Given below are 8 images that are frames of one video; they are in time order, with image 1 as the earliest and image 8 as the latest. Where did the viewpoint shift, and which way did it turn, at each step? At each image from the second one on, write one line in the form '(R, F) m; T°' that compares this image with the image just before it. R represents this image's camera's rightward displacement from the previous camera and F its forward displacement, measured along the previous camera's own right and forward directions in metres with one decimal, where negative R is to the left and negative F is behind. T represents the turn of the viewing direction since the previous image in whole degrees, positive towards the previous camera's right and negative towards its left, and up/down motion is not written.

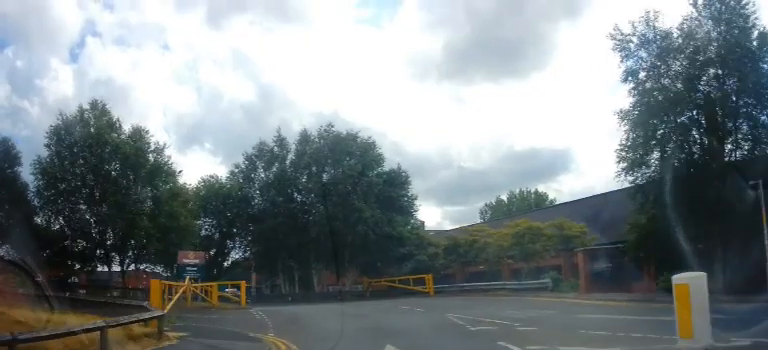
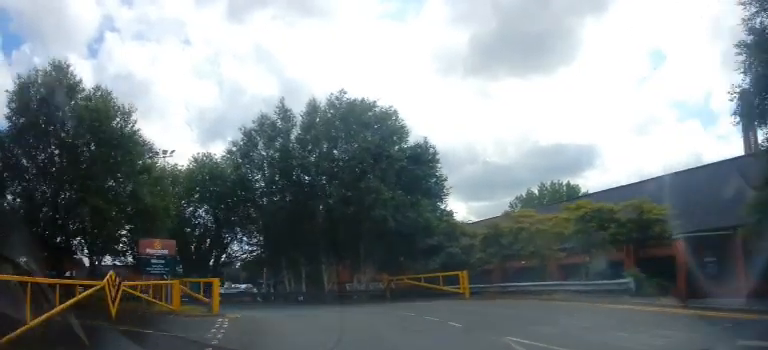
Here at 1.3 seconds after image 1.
(0.0, +5.3) m; -2°
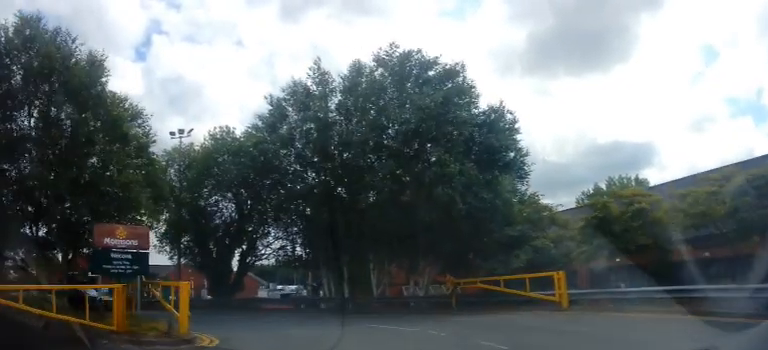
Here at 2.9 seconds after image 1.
(-0.4, +6.3) m; -7°
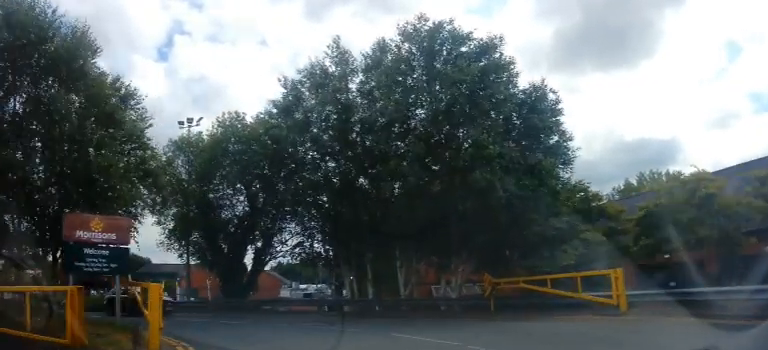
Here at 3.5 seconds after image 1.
(0.0, +2.3) m; -4°
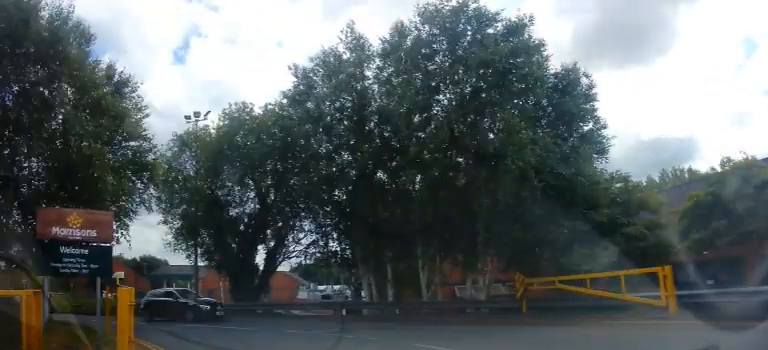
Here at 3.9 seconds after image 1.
(-0.1, +1.5) m; -4°
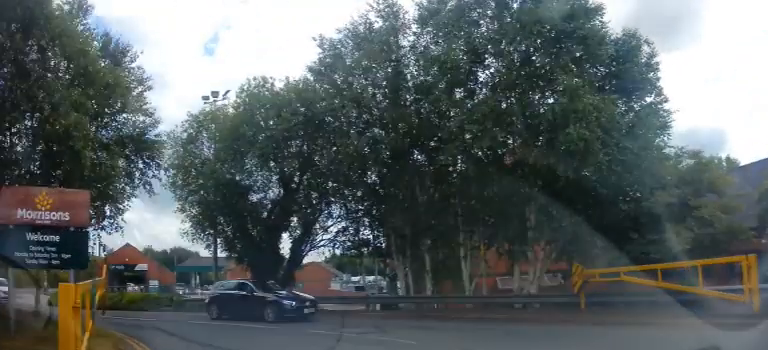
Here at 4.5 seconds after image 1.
(0.0, +2.1) m; -5°
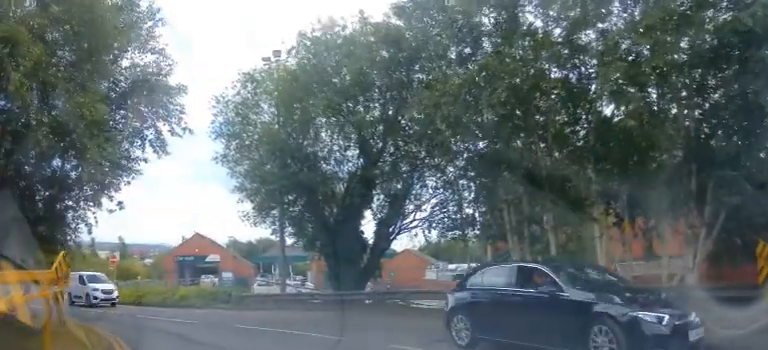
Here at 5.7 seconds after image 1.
(-0.5, +4.0) m; -14°
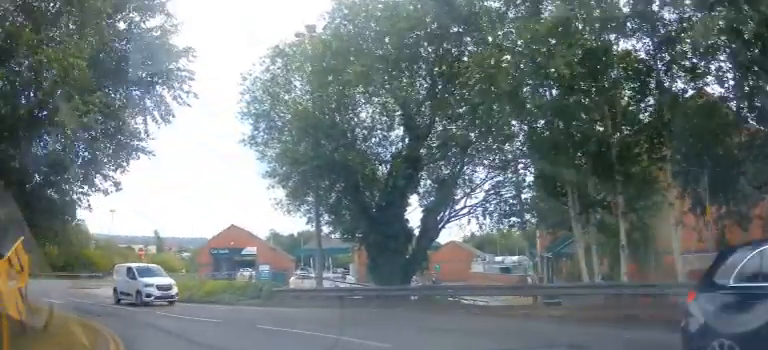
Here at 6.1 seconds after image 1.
(-0.1, +1.6) m; -6°
